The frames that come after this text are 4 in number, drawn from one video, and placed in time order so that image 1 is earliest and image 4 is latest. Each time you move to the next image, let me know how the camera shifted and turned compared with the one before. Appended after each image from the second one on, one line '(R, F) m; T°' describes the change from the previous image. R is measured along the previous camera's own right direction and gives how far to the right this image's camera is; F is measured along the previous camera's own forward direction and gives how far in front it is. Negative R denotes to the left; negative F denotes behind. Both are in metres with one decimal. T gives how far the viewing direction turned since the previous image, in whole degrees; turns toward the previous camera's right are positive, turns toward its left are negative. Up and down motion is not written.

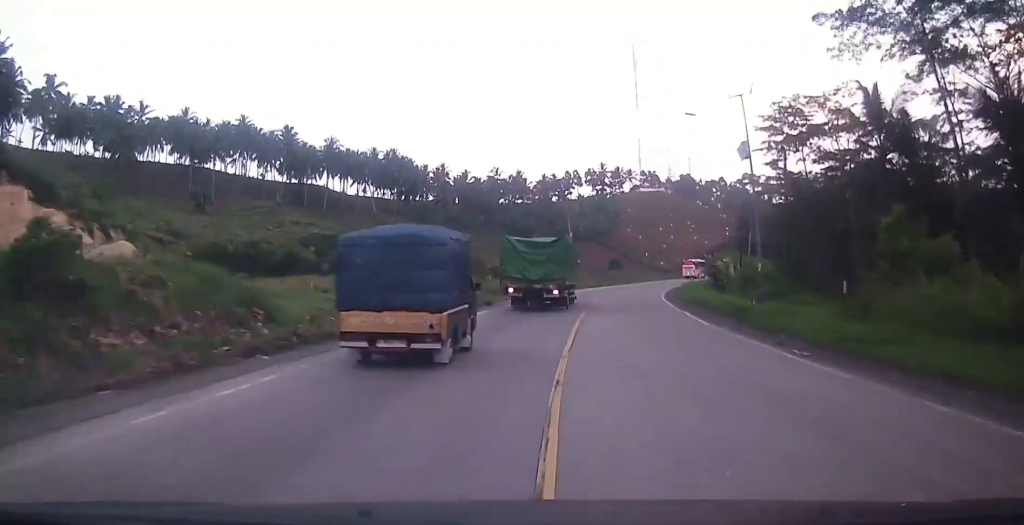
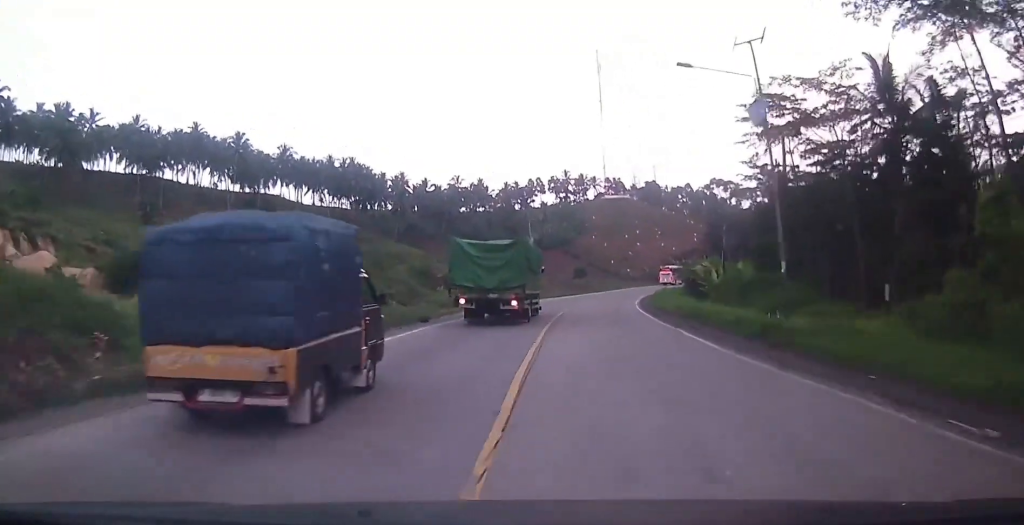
(+0.1, +6.8) m; +3°
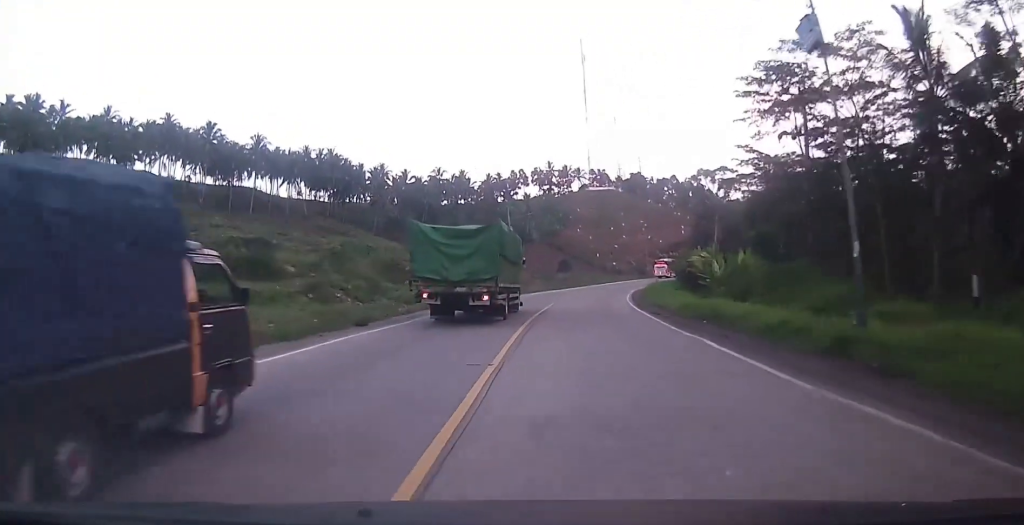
(+0.2, +5.8) m; +4°
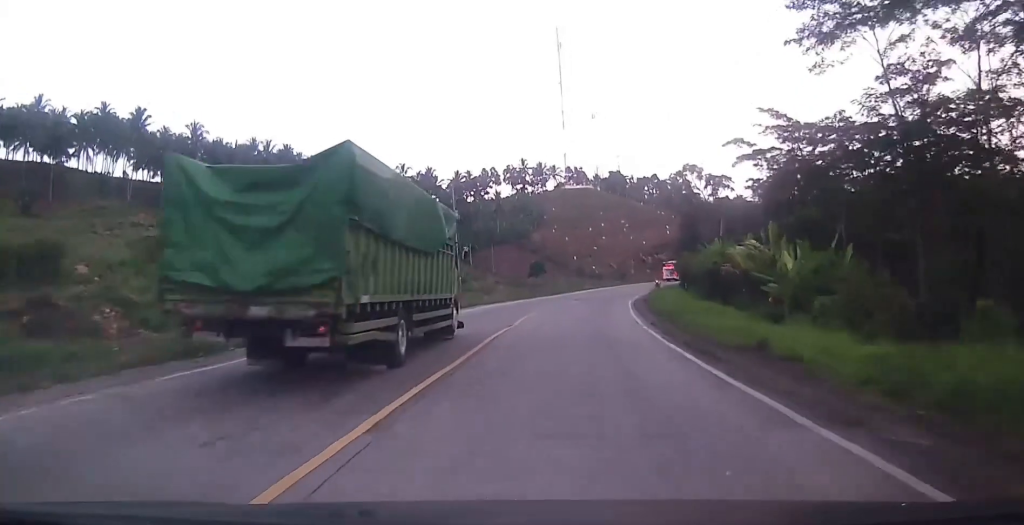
(+0.8, +18.6) m; +2°
